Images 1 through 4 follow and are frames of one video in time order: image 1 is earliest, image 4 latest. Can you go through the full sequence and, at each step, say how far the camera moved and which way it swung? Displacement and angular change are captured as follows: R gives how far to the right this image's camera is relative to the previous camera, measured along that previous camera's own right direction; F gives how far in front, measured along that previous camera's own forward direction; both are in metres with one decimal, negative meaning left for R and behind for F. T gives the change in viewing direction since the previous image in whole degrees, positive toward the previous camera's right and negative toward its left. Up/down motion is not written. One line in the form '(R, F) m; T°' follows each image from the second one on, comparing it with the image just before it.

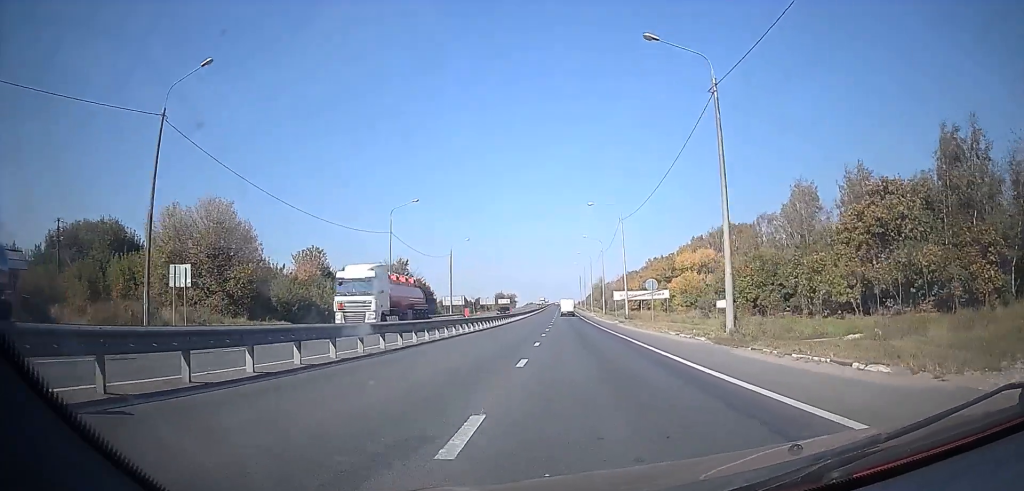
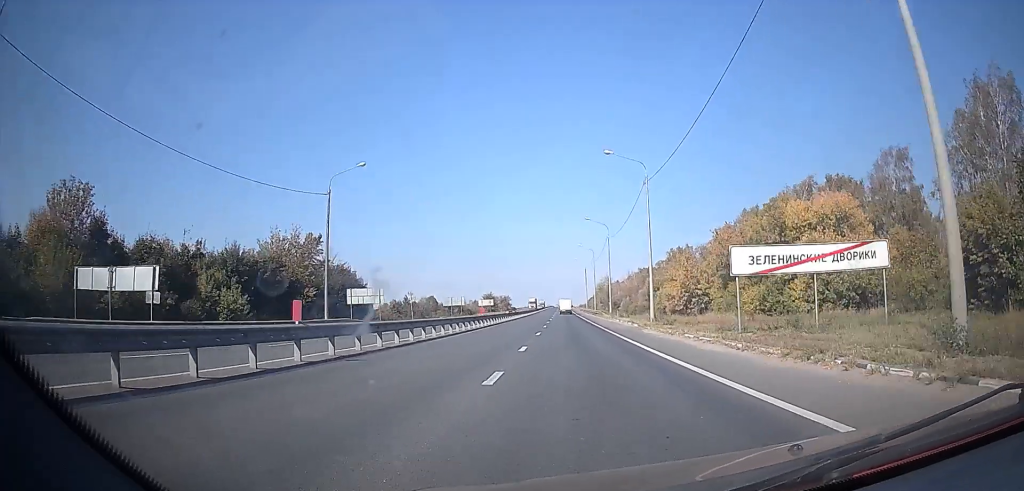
(-2.1, +50.8) m; -2°
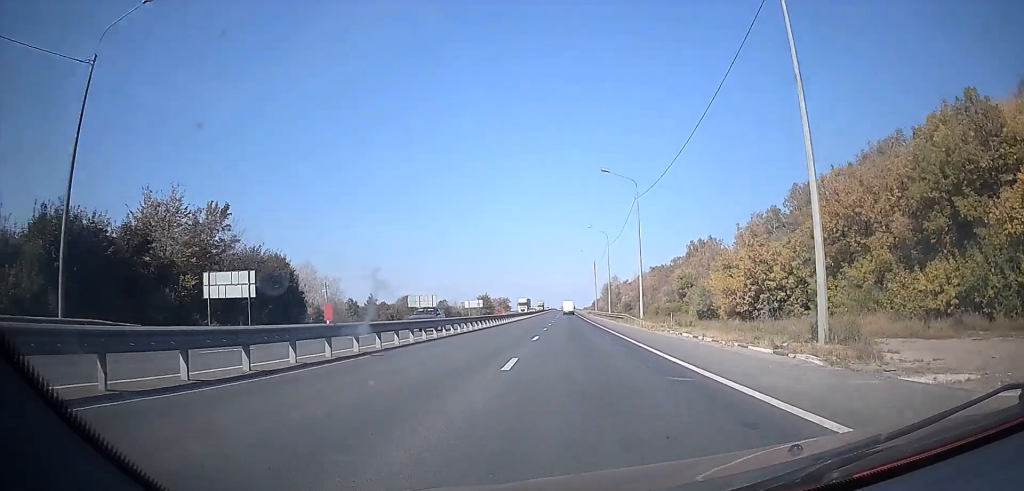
(0.0, +27.8) m; 0°
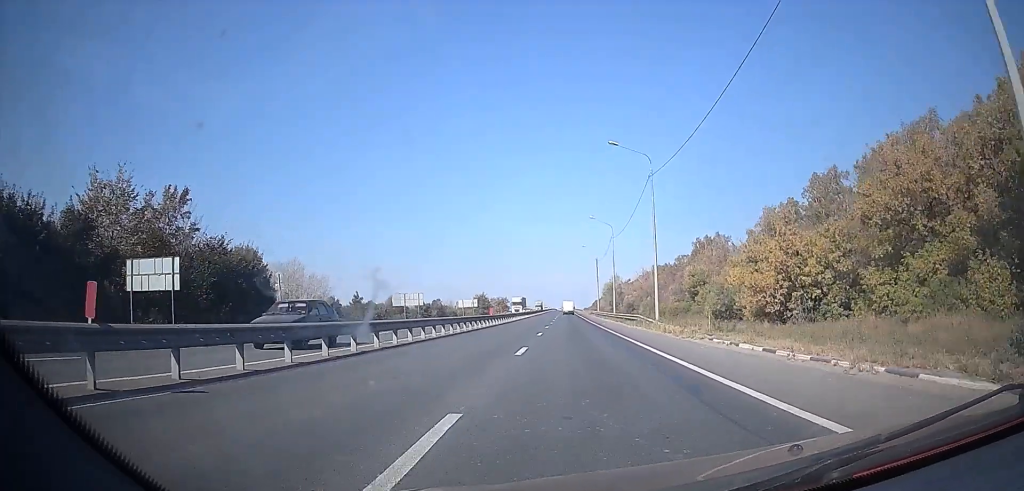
(0.0, +8.0) m; 0°
